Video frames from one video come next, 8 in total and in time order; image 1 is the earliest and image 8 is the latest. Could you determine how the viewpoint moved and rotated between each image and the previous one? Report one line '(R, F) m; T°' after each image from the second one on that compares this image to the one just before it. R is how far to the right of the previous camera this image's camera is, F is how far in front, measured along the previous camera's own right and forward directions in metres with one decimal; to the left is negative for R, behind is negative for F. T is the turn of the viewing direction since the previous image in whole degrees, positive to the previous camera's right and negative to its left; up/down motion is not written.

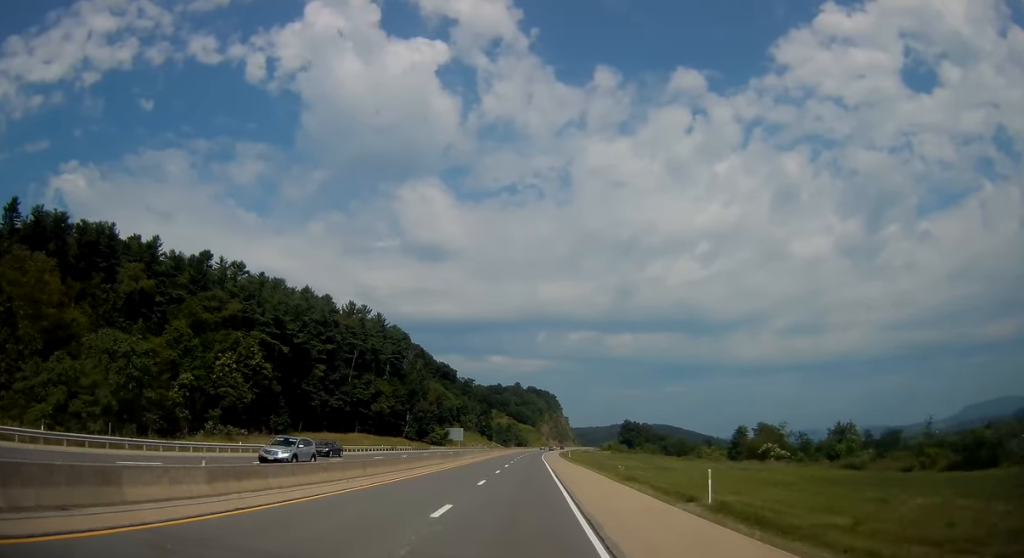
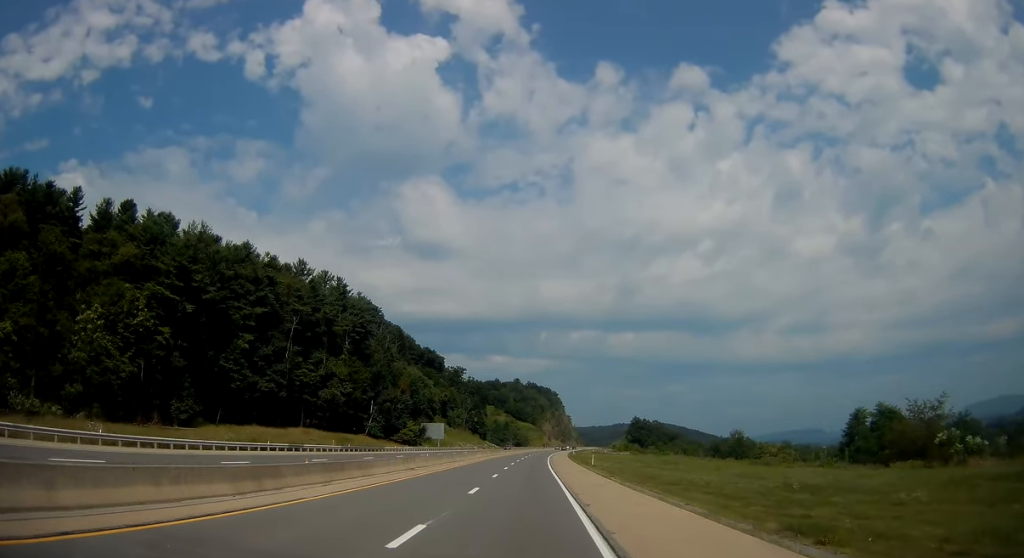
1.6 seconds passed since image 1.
(+0.3, +40.8) m; 0°
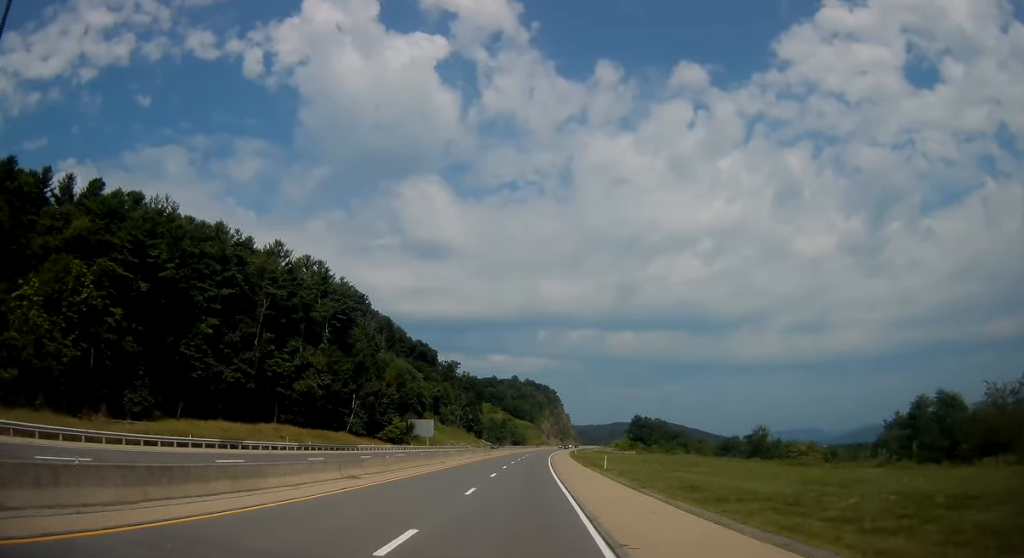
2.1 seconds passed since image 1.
(-0.2, +12.8) m; 0°
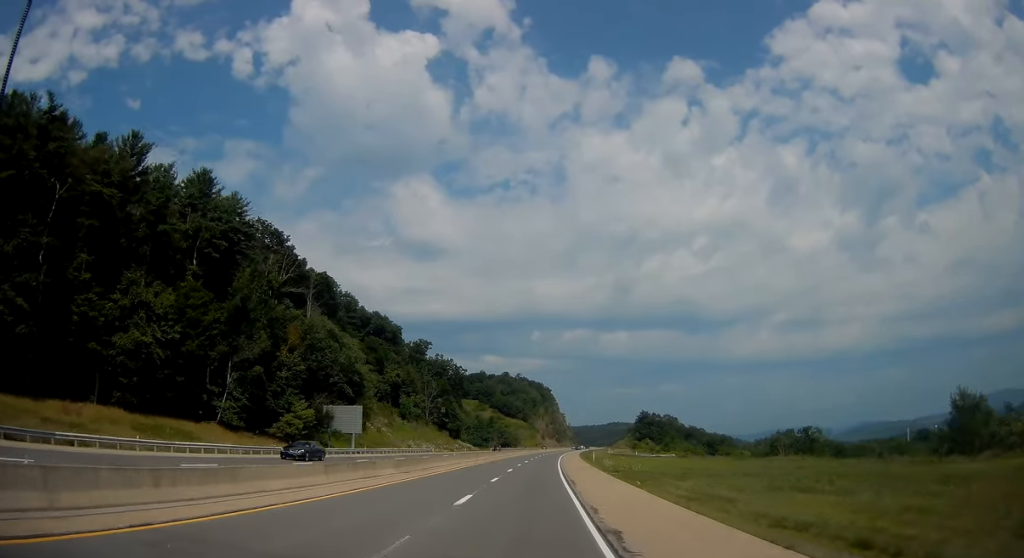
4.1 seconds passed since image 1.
(0.0, +51.5) m; 0°
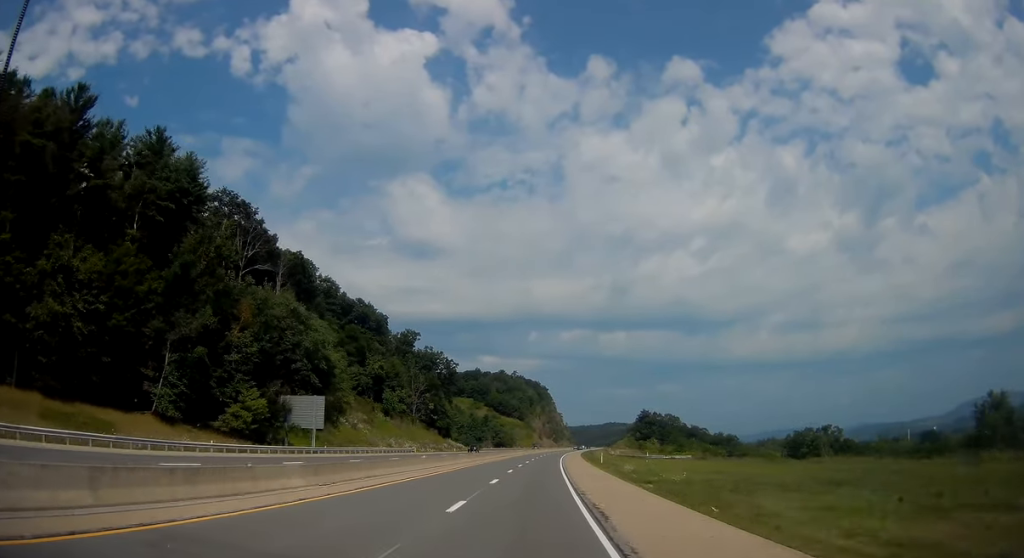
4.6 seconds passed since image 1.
(+0.1, +14.0) m; +1°
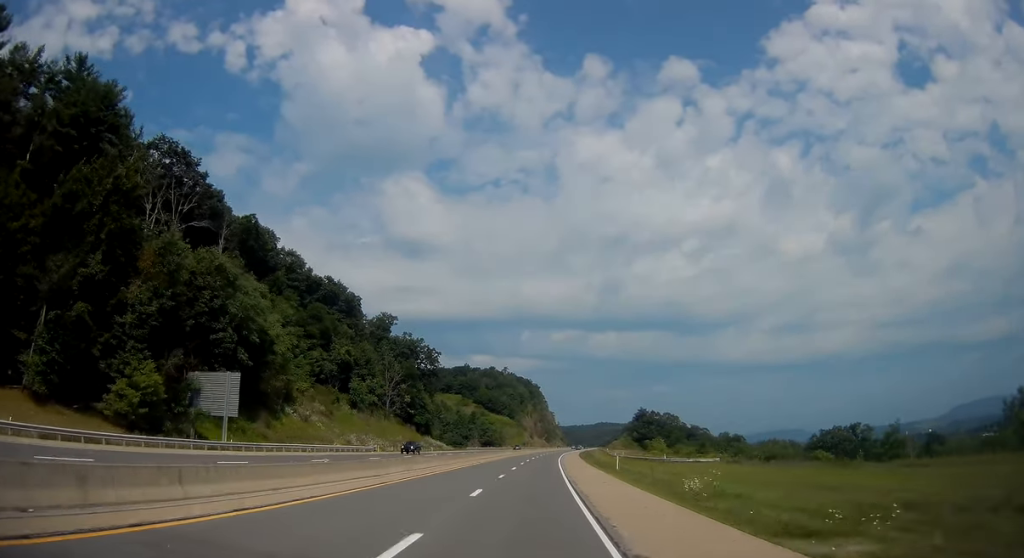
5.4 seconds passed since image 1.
(+0.2, +19.3) m; +1°
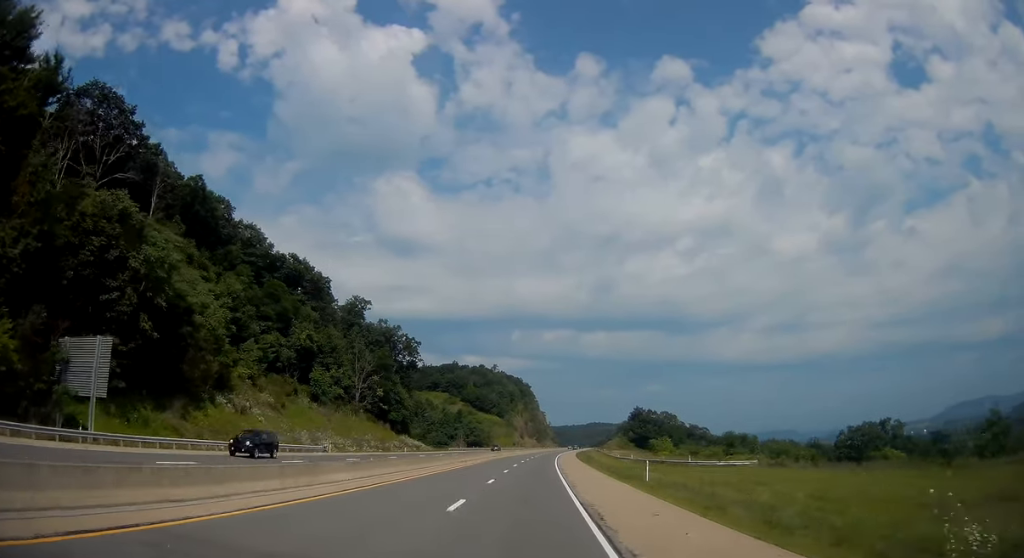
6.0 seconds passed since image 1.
(+0.3, +16.8) m; +1°
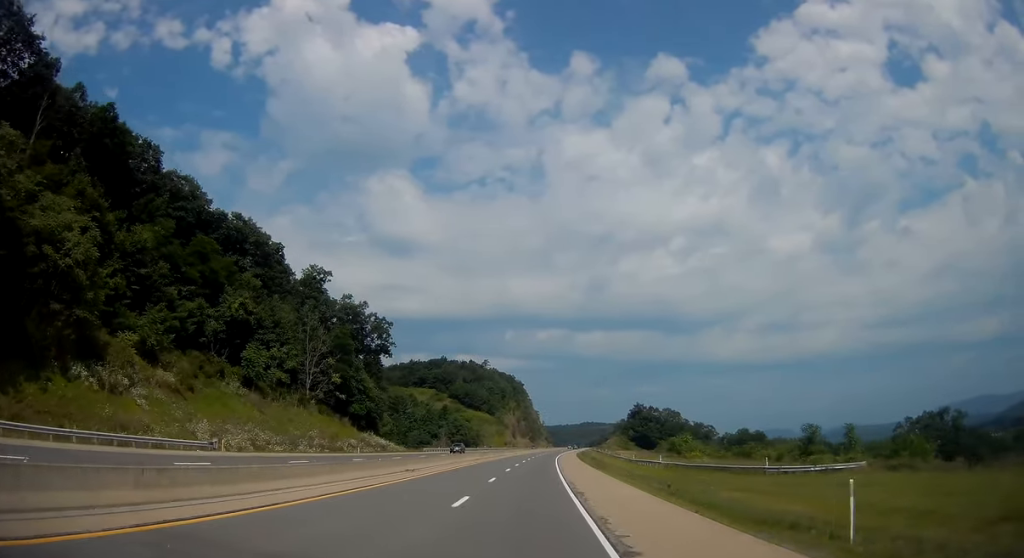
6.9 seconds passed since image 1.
(-0.2, +23.1) m; 0°
